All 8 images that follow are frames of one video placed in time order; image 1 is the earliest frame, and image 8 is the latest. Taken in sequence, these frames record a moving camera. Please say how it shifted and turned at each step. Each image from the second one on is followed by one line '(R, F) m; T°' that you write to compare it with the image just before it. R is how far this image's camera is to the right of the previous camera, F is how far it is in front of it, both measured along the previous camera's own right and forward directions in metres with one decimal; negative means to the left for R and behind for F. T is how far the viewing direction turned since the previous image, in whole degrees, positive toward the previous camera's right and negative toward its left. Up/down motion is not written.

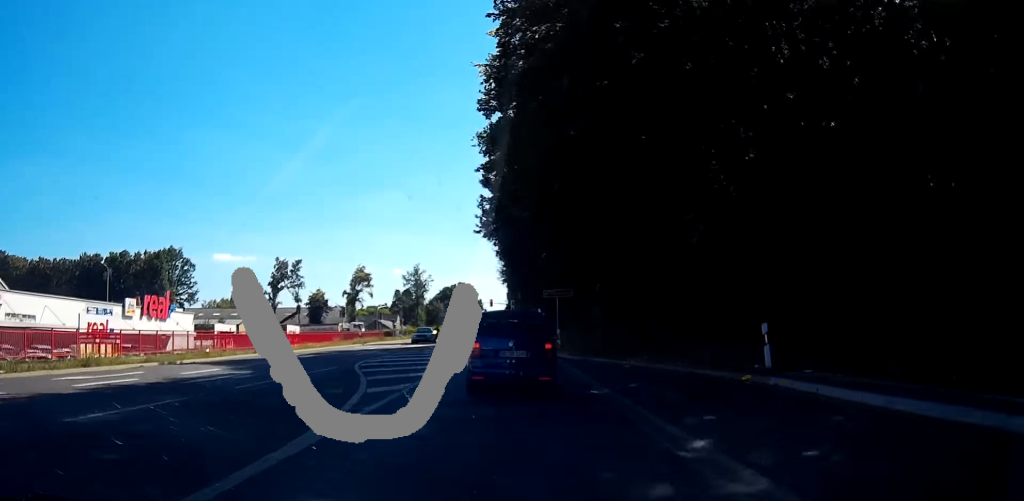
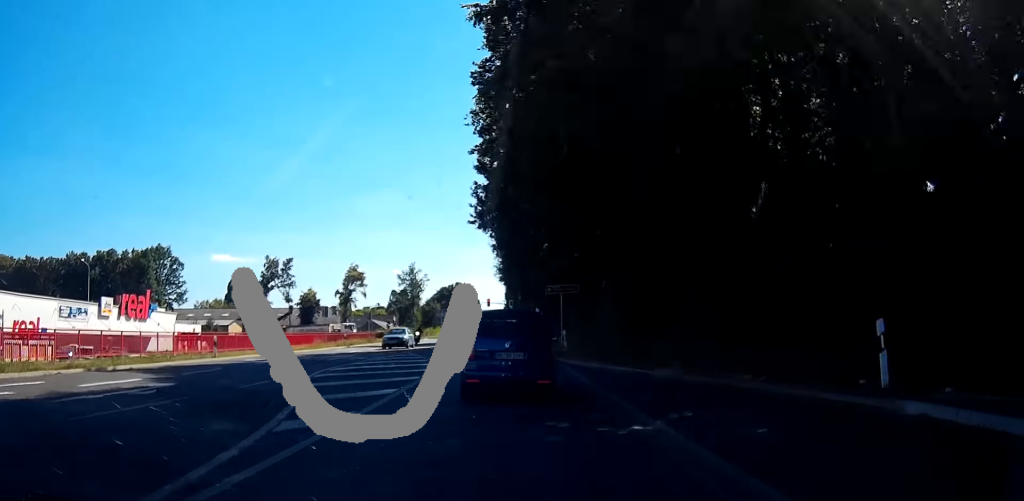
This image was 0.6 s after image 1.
(0.0, +4.9) m; 0°
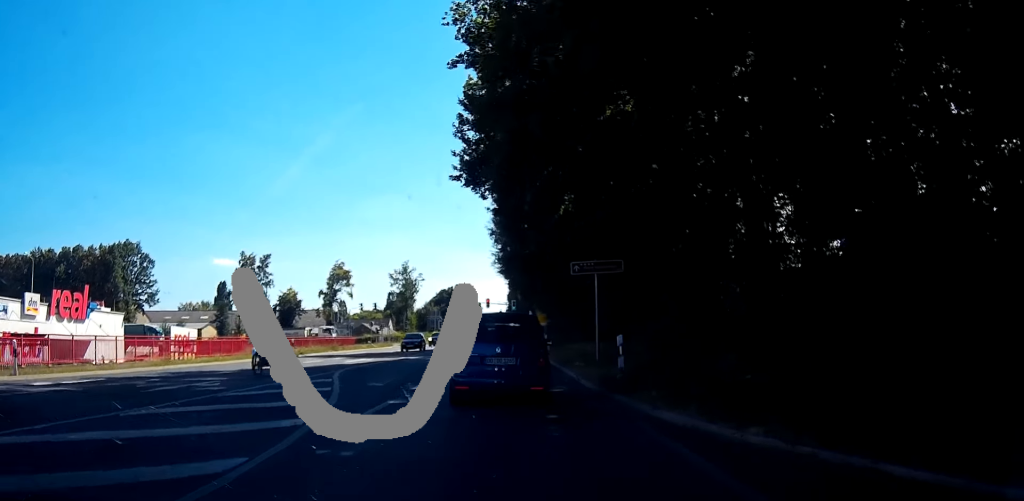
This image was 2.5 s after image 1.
(-0.2, +15.9) m; -1°
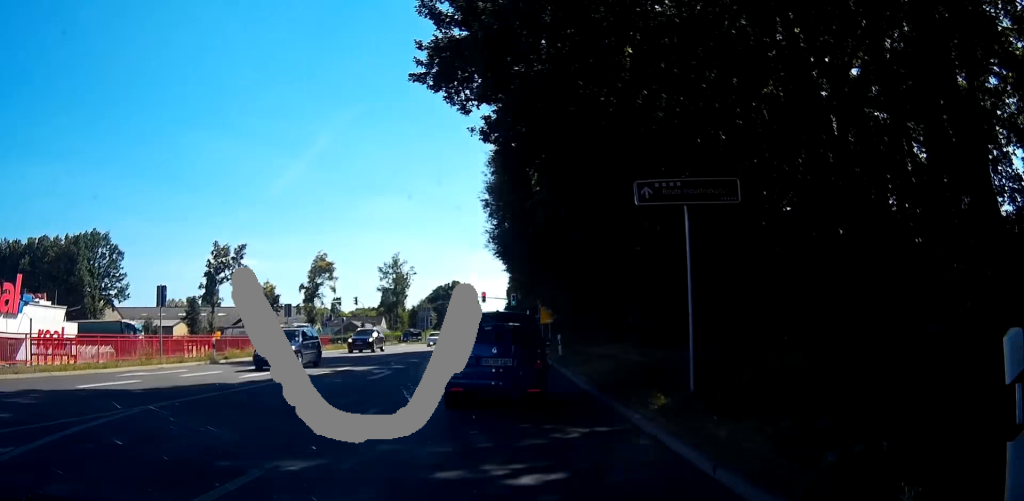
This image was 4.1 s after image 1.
(-0.1, +13.0) m; 0°
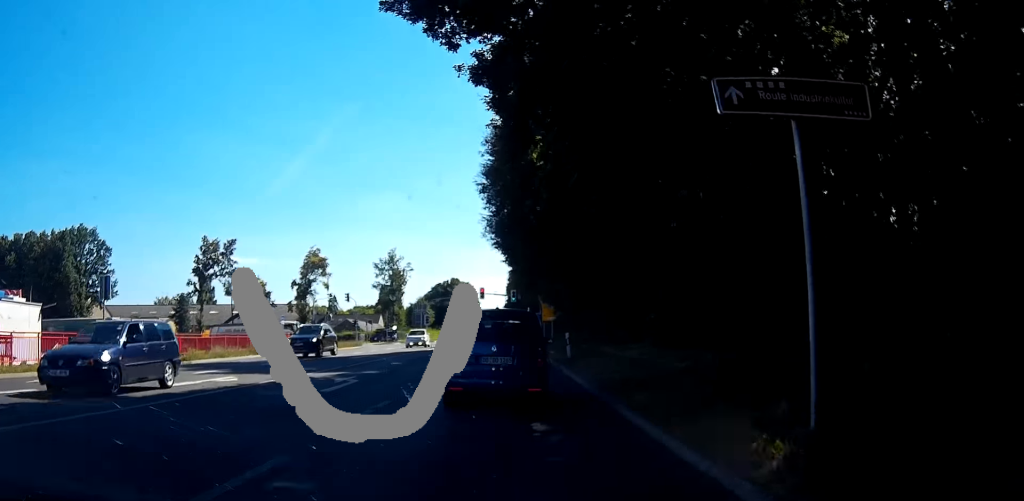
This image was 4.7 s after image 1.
(0.0, +4.8) m; +1°
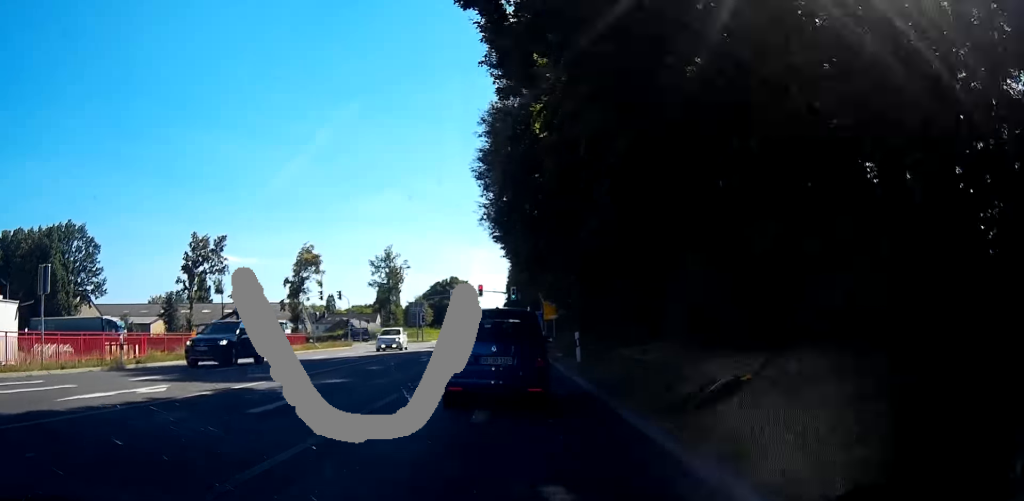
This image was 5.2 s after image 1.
(0.0, +4.3) m; +1°
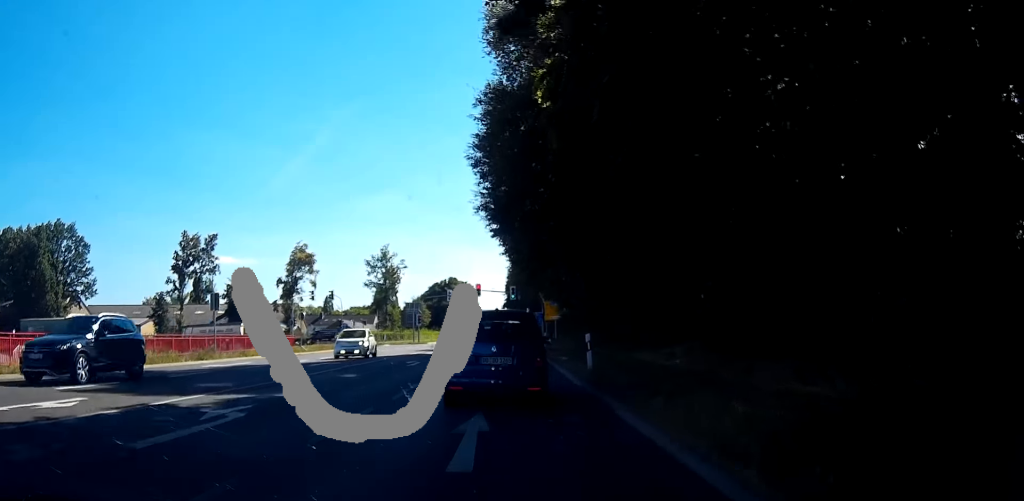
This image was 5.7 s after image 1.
(0.0, +3.9) m; 0°
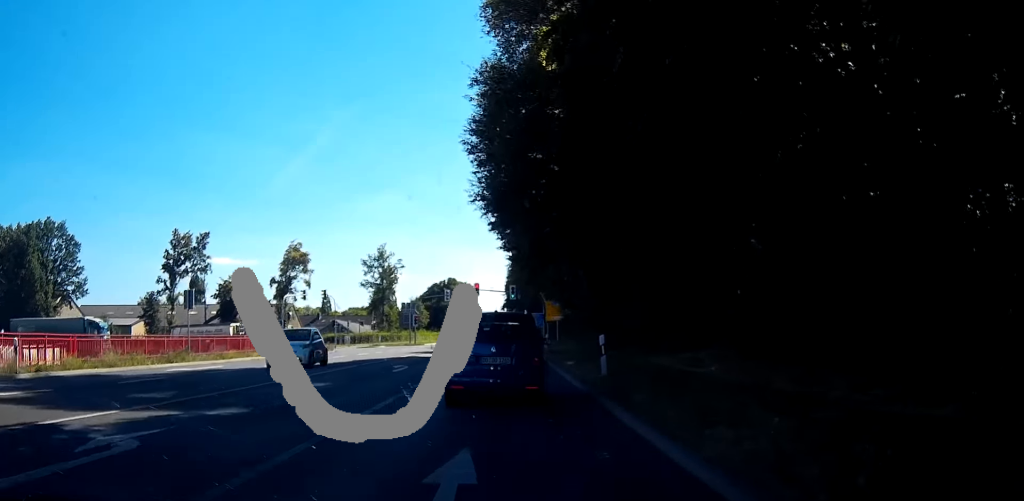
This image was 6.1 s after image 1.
(0.0, +3.6) m; 0°
